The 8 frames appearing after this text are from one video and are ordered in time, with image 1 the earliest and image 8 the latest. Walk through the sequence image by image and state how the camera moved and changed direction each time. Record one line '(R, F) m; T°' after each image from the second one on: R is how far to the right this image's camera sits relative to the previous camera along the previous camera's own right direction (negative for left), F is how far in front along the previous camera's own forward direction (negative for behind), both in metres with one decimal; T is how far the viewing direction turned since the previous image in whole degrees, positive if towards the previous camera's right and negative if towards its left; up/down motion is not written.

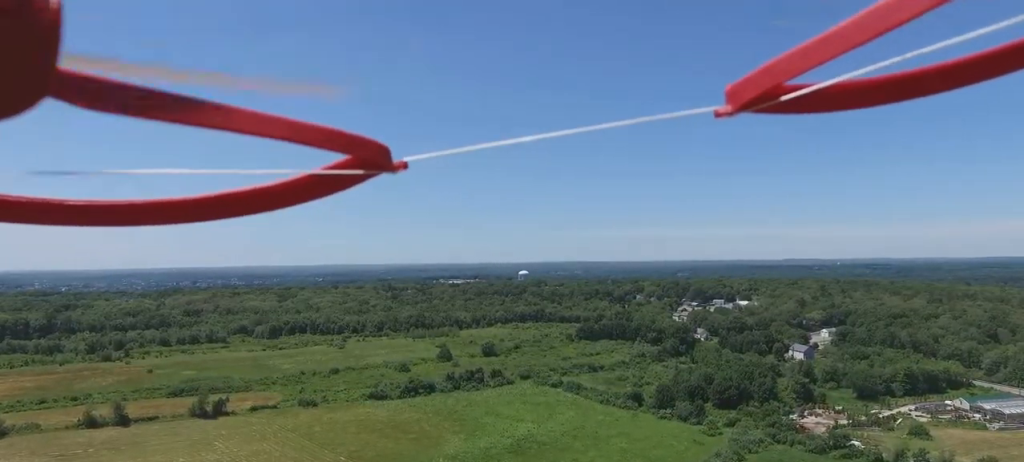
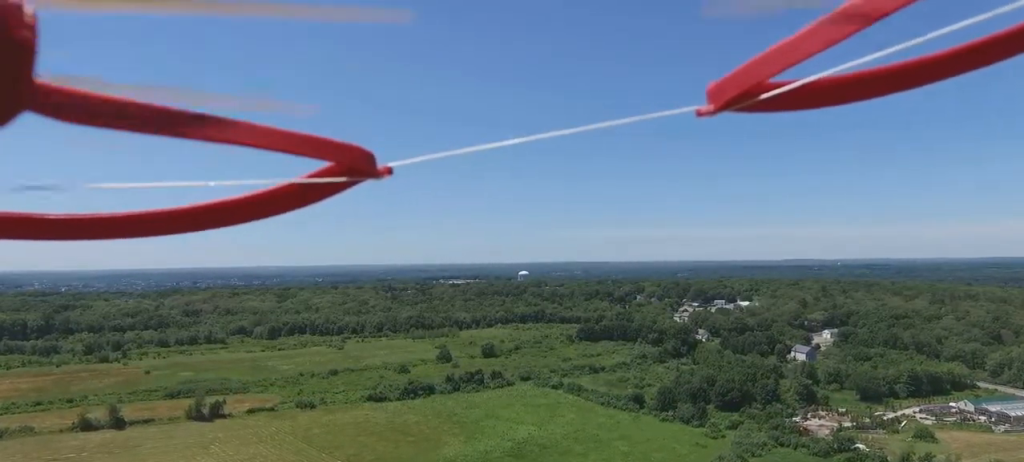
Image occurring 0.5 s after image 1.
(0.0, +3.2) m; 0°
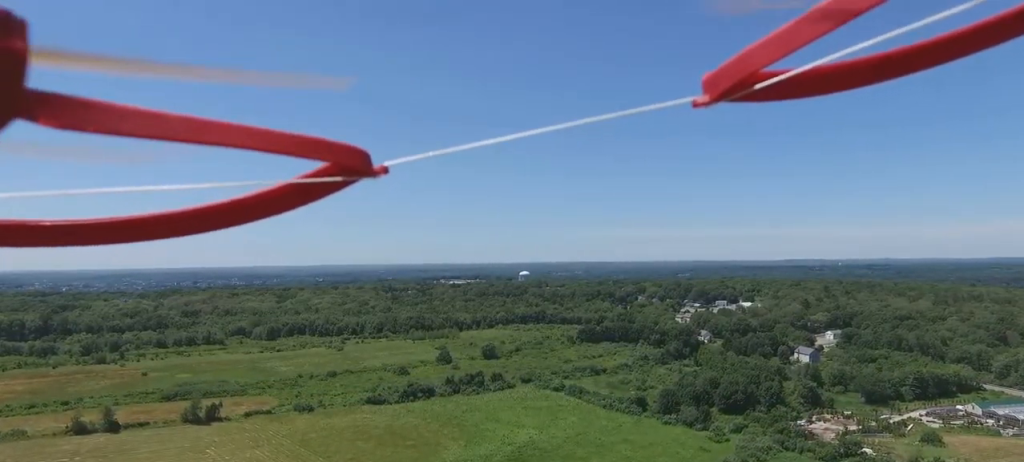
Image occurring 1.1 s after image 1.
(-0.1, +3.8) m; -1°
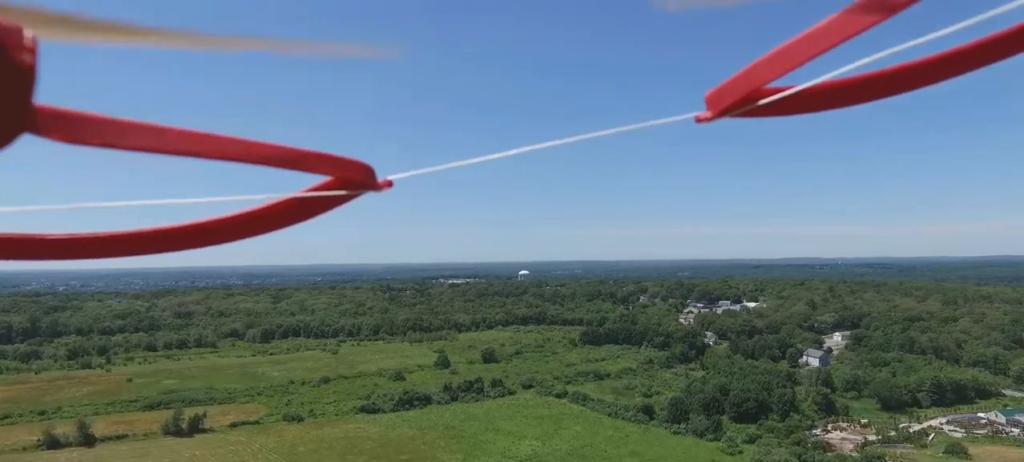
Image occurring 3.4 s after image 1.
(-0.1, +13.5) m; 0°
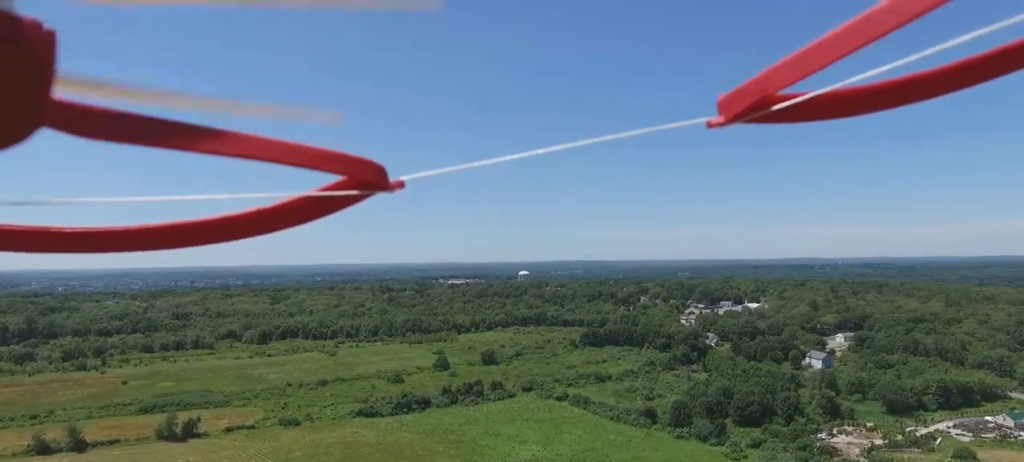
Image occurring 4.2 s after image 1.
(0.0, +4.7) m; -1°
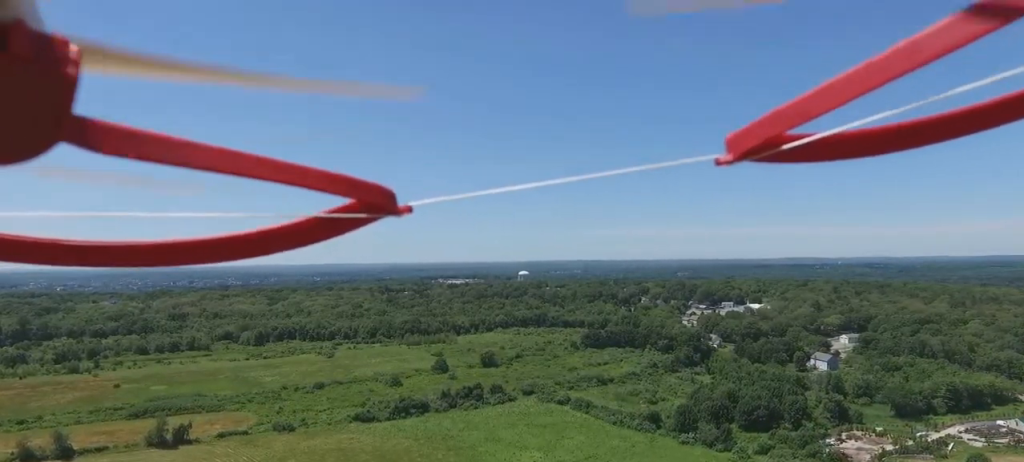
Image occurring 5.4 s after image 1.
(-0.1, +7.3) m; +1°
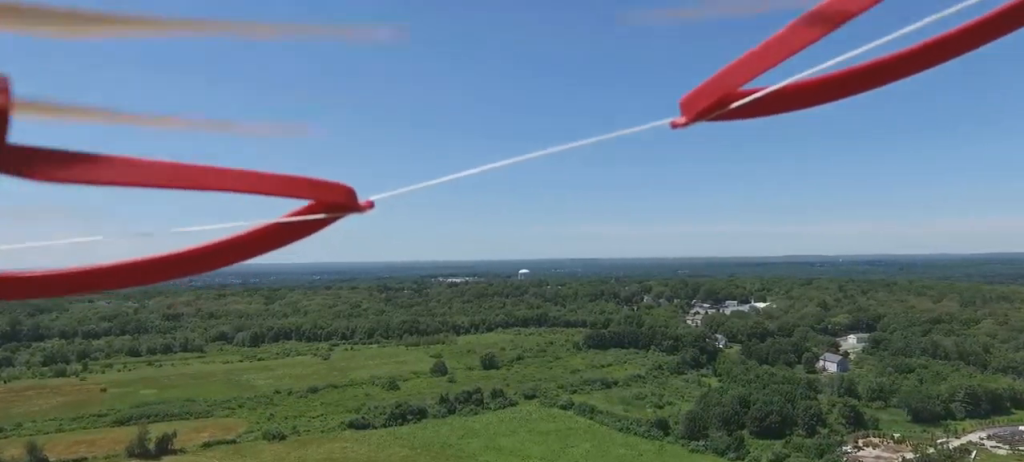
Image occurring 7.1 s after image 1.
(+0.3, +12.7) m; +1°
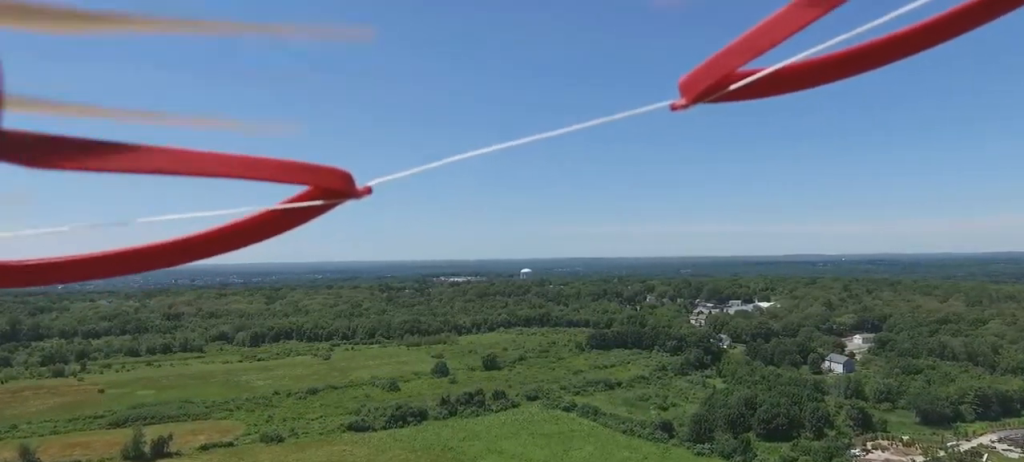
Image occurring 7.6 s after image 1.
(0.0, +4.4) m; 0°
